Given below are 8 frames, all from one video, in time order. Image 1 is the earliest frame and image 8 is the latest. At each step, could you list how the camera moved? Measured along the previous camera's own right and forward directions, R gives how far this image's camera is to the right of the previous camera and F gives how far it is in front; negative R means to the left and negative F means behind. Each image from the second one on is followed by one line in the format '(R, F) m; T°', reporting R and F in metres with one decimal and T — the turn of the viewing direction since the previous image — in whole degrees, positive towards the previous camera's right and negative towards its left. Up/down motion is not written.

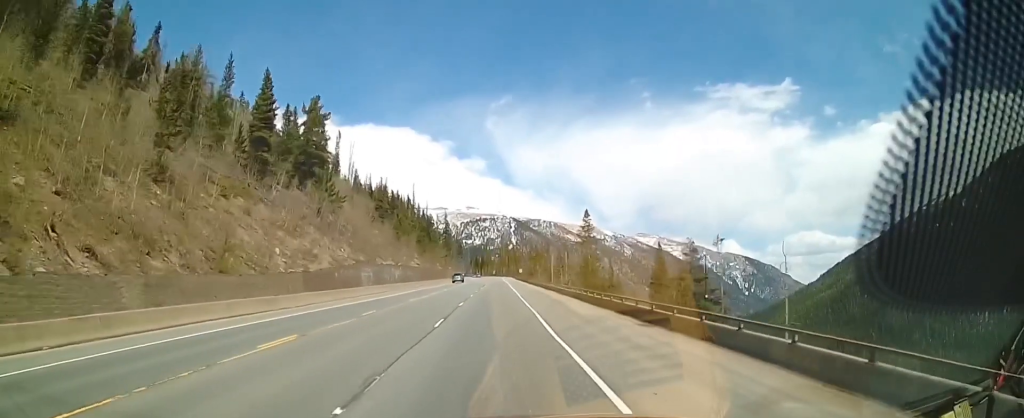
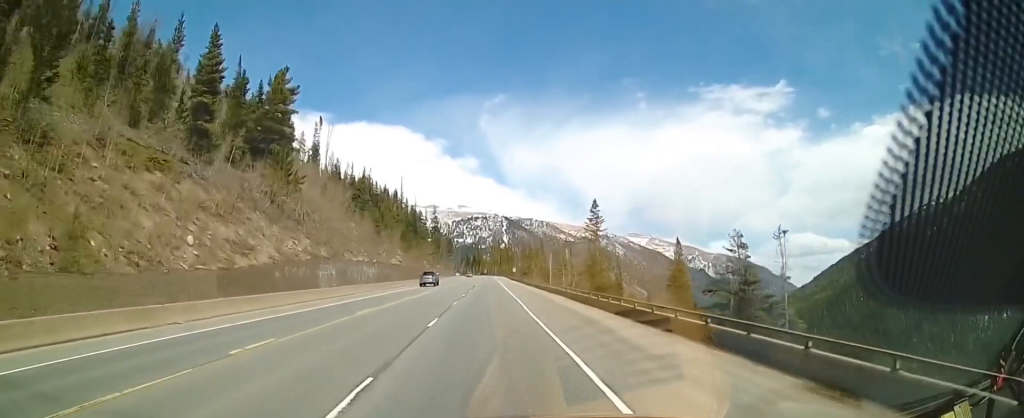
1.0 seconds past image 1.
(-0.1, +12.9) m; 0°
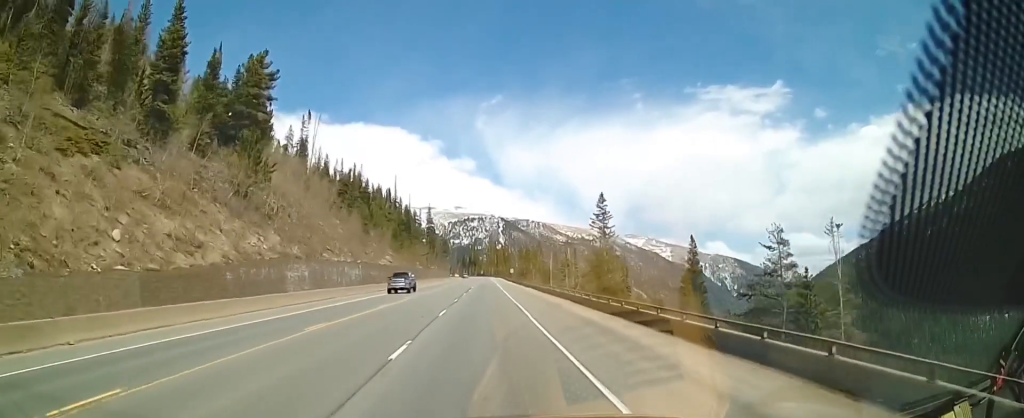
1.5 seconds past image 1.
(0.0, +7.1) m; 0°
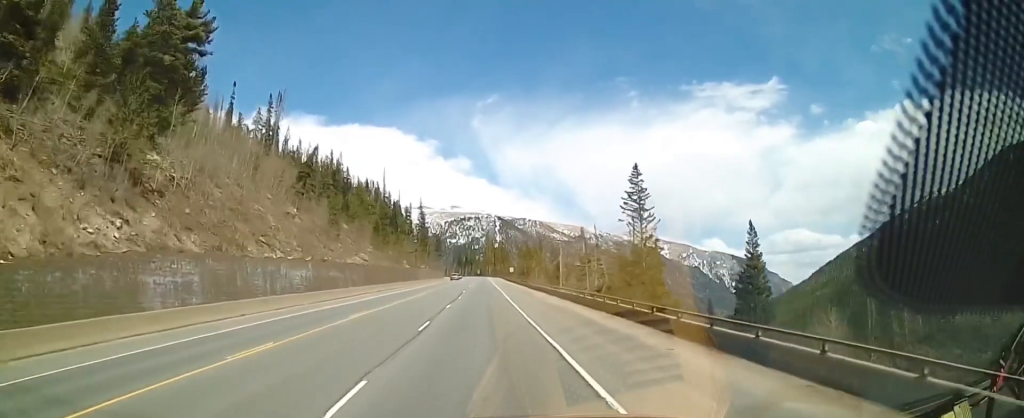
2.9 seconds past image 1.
(0.0, +18.1) m; 0°
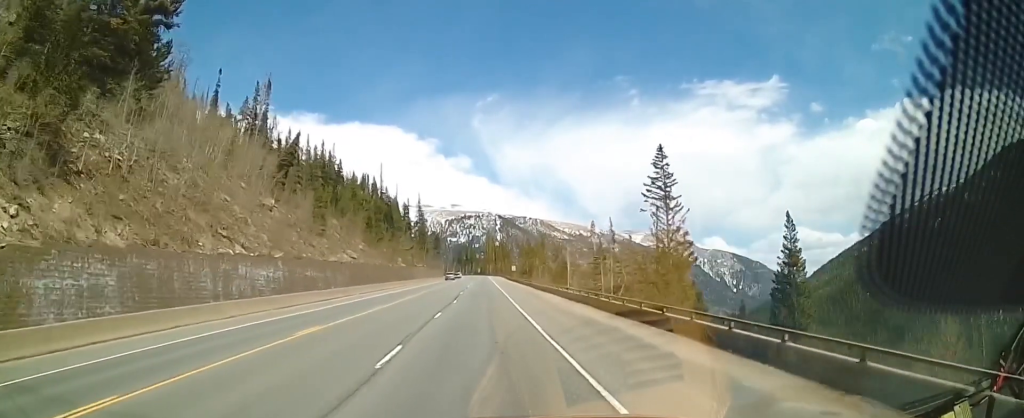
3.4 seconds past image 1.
(0.0, +7.5) m; 0°
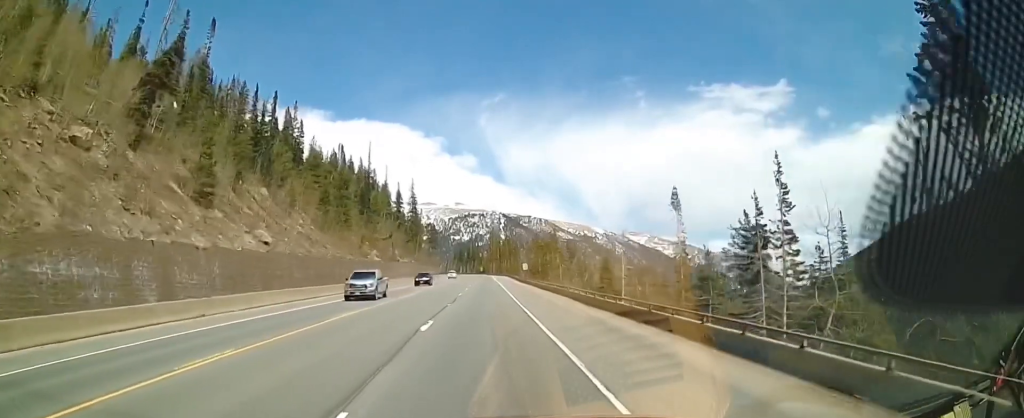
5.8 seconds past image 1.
(+0.3, +31.1) m; 0°
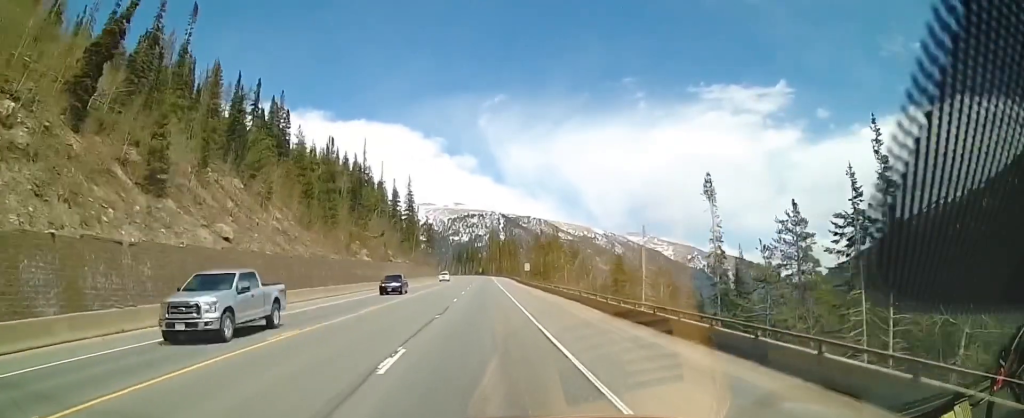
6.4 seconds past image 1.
(-0.2, +6.9) m; 0°
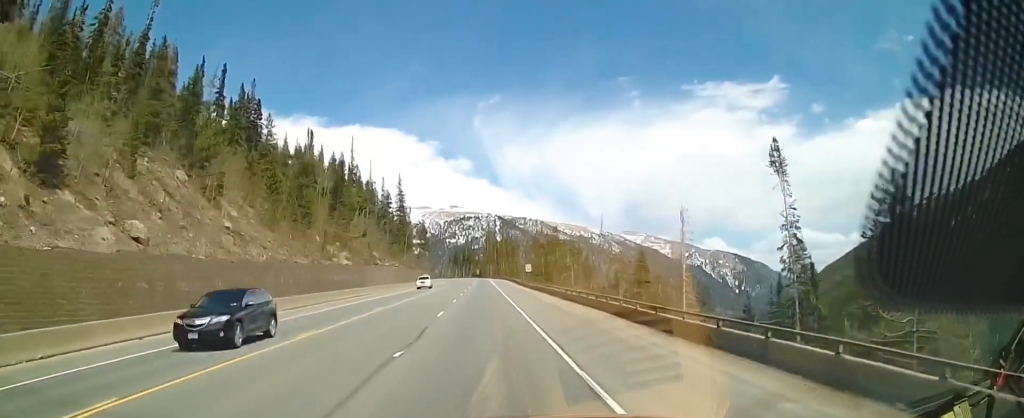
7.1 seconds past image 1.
(+0.1, +9.9) m; 0°
